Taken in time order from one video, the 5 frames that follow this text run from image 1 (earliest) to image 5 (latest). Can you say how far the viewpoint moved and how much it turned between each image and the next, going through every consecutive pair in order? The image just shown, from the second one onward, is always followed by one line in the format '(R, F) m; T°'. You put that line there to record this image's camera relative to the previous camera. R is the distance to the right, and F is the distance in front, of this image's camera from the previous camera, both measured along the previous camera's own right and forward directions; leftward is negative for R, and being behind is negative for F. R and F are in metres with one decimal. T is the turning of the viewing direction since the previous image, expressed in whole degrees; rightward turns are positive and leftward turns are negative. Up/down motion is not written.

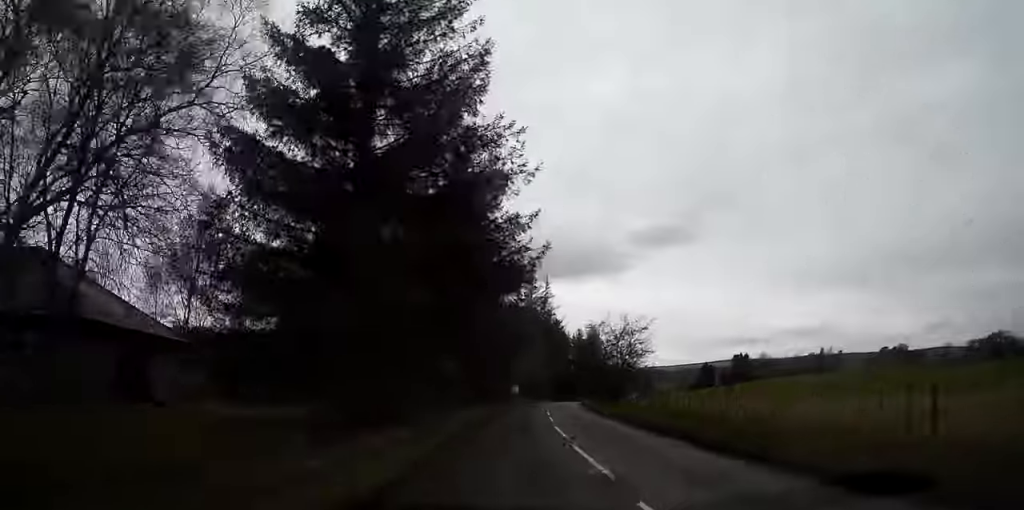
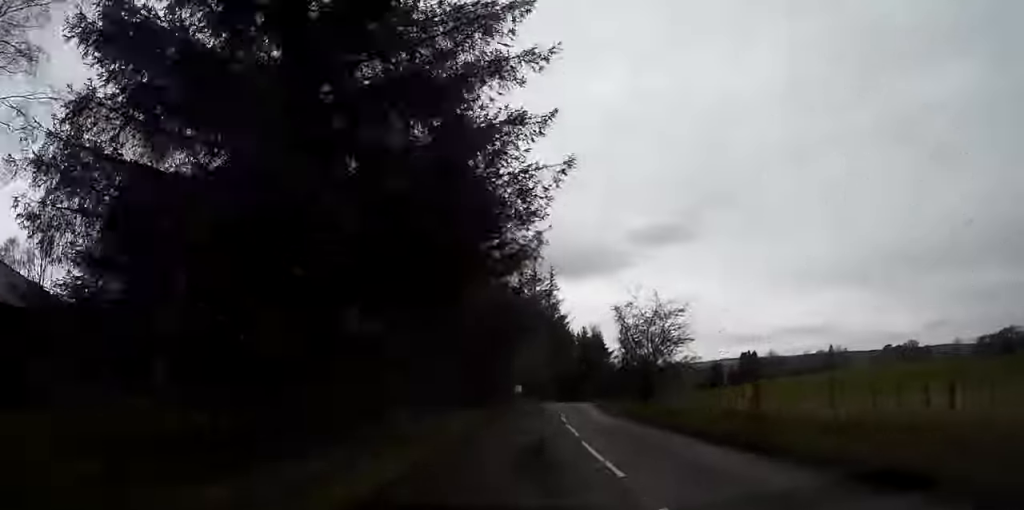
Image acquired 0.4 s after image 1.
(0.0, +9.6) m; 0°
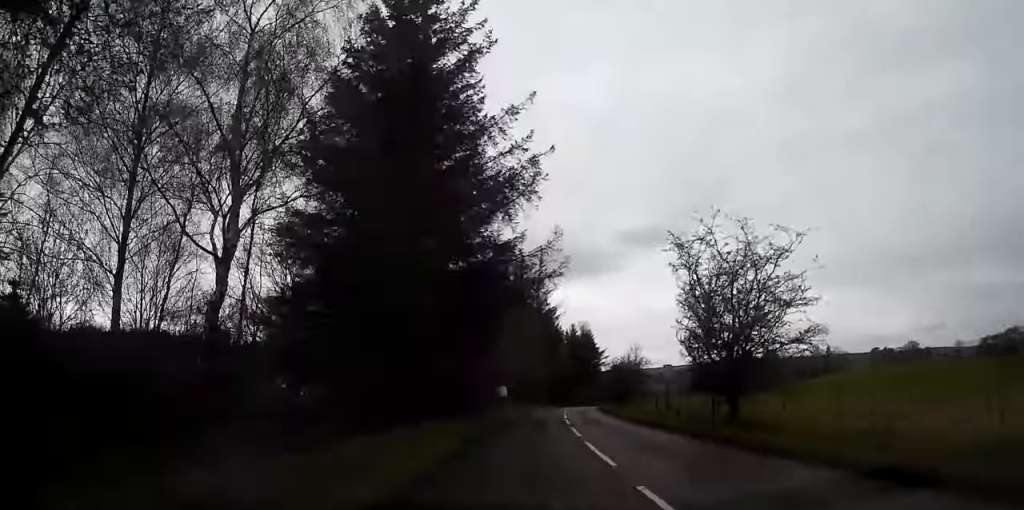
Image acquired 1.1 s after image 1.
(+0.1, +16.2) m; +1°
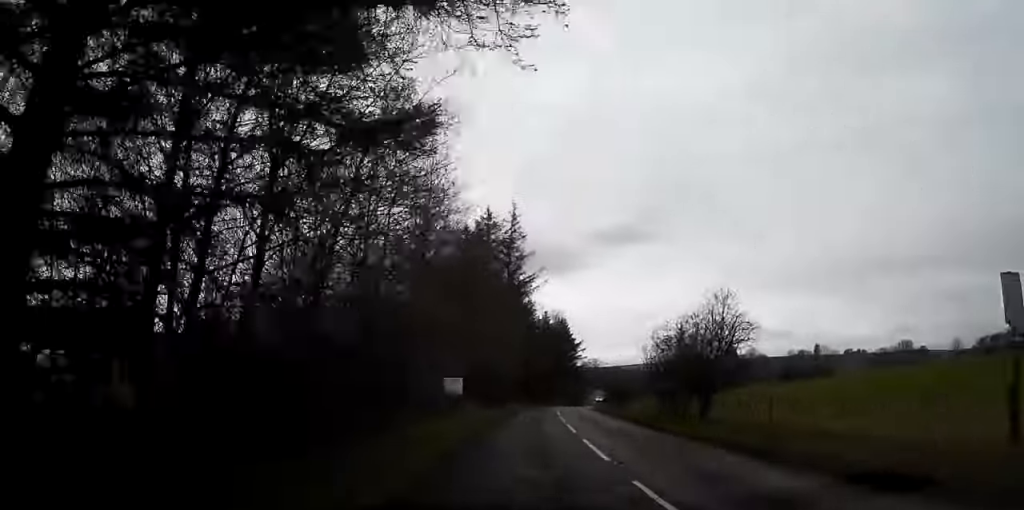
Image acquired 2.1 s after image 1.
(+0.5, +26.4) m; +3°
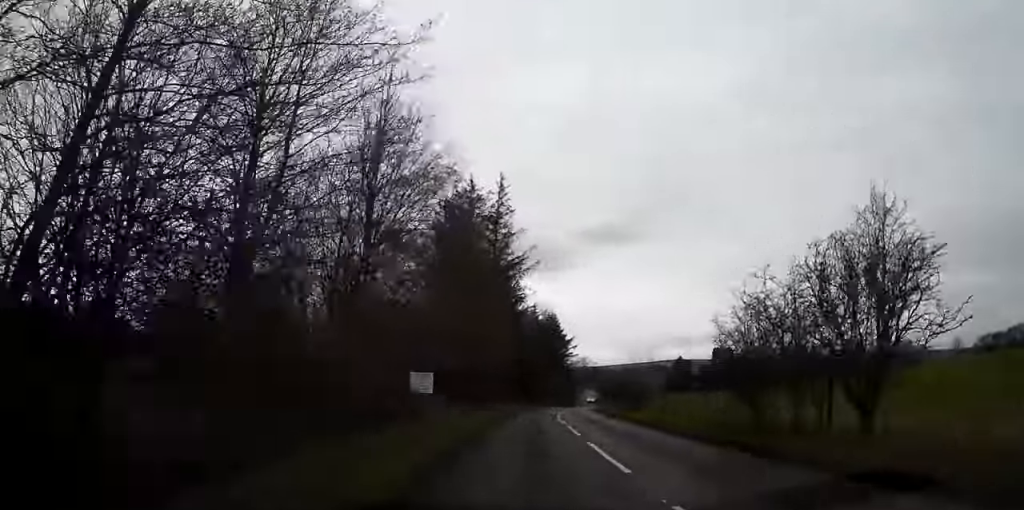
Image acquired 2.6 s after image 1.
(+0.1, +11.6) m; +1°
